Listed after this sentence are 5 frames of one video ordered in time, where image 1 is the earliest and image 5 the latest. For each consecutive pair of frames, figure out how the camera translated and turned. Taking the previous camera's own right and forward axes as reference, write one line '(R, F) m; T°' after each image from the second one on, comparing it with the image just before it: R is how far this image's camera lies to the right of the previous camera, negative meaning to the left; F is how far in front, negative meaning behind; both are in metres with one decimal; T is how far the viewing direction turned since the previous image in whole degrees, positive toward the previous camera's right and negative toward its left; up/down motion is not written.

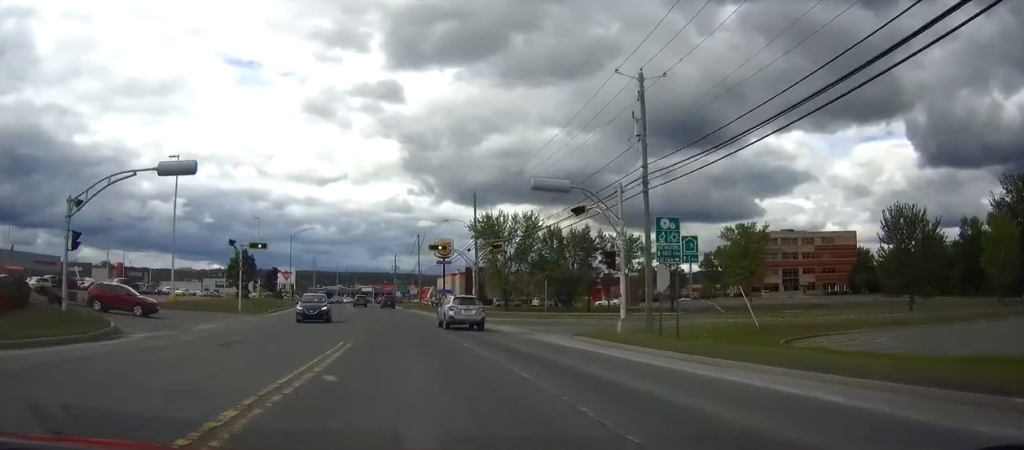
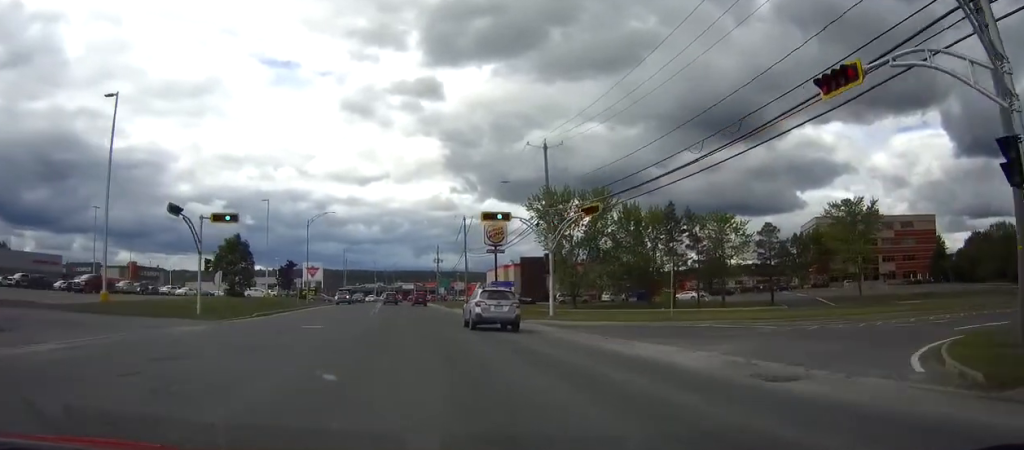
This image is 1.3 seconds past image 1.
(-0.6, +19.7) m; -3°
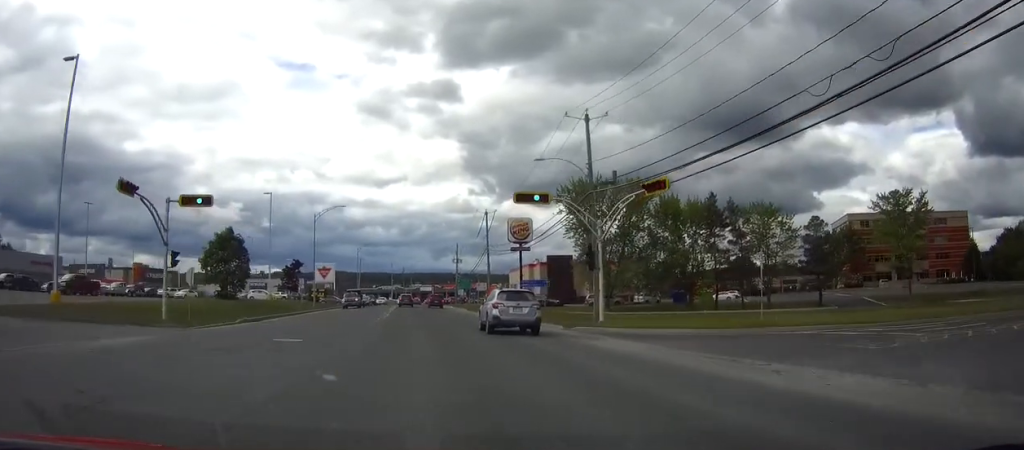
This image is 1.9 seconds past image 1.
(-0.1, +7.8) m; -1°
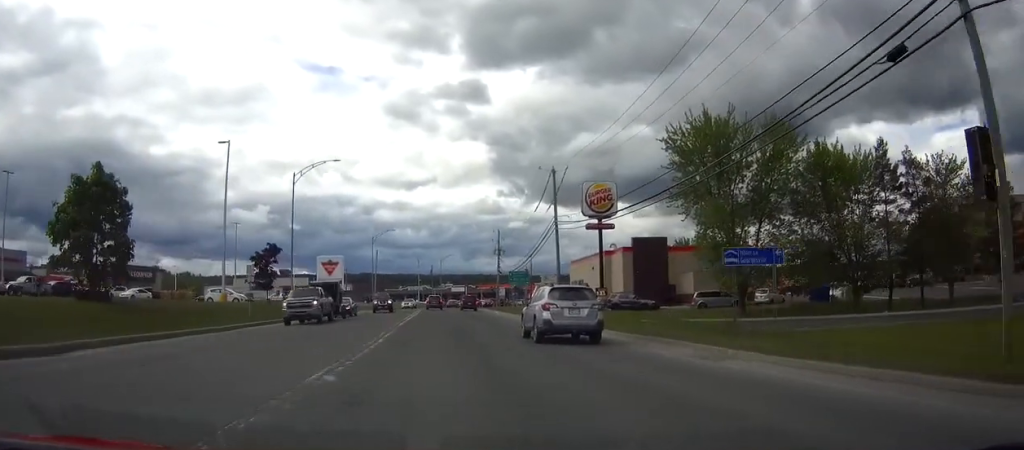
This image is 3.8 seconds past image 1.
(-0.5, +27.9) m; -1°
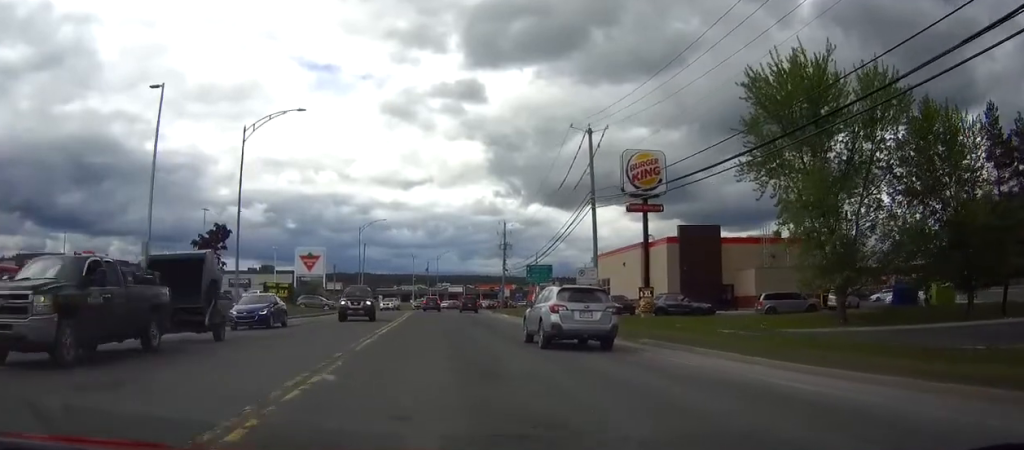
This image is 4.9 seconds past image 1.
(0.0, +14.1) m; 0°
